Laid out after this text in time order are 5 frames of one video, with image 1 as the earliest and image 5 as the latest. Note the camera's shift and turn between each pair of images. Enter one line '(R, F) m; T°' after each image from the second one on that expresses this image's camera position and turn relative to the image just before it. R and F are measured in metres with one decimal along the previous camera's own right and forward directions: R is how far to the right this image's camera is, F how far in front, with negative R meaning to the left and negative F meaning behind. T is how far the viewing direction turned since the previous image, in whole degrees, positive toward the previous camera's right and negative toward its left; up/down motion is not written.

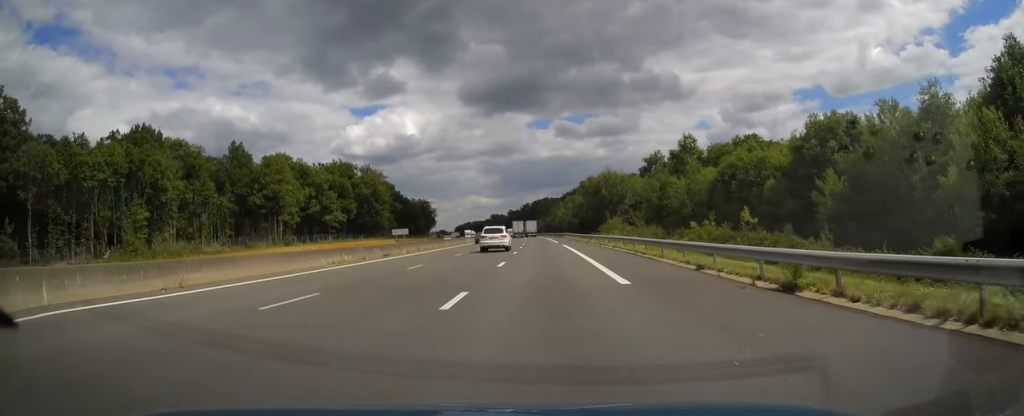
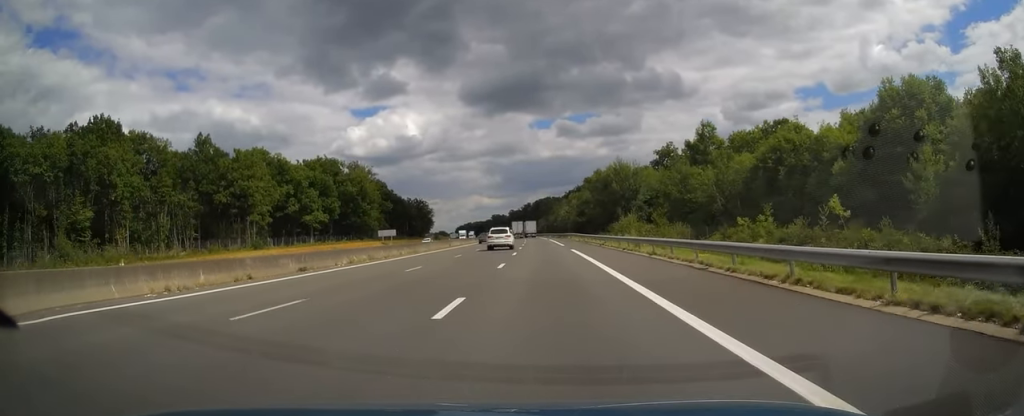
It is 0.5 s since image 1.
(-0.1, +13.7) m; 0°
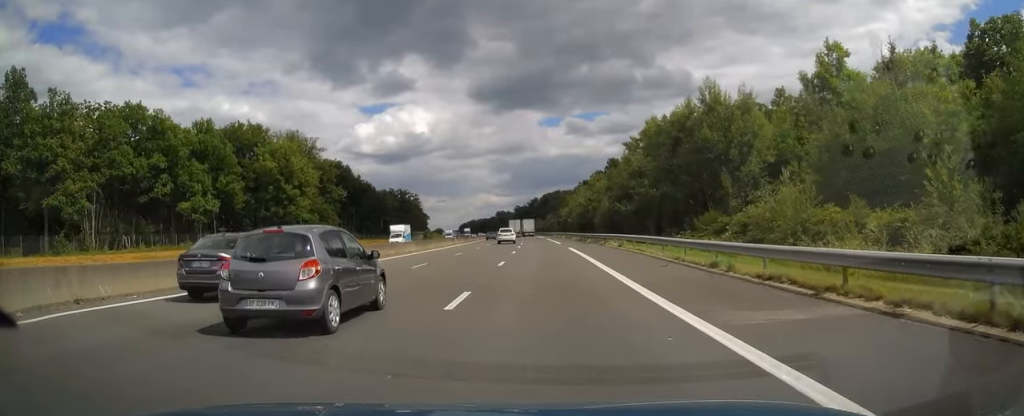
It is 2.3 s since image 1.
(-0.2, +50.0) m; -1°
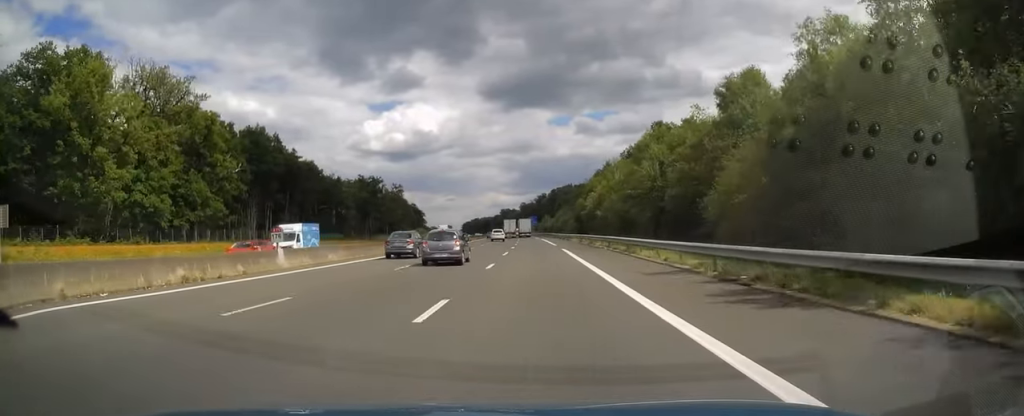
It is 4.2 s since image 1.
(-0.6, +52.4) m; -1°
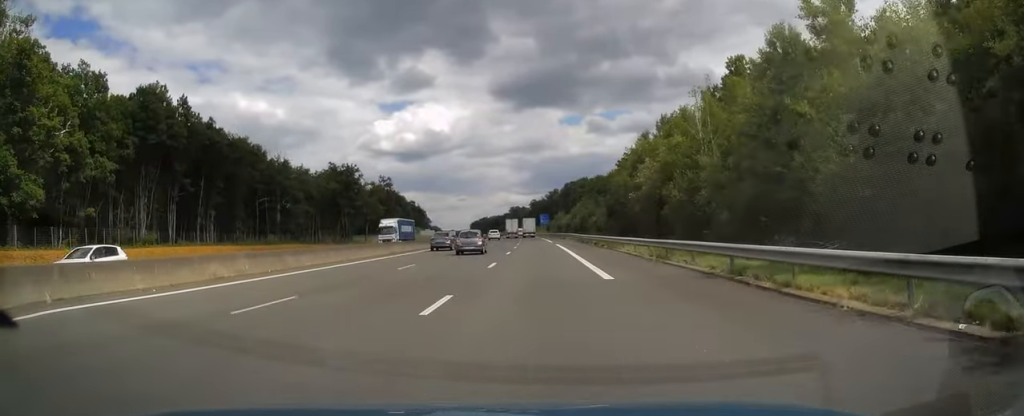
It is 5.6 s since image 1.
(-0.1, +37.4) m; 0°
